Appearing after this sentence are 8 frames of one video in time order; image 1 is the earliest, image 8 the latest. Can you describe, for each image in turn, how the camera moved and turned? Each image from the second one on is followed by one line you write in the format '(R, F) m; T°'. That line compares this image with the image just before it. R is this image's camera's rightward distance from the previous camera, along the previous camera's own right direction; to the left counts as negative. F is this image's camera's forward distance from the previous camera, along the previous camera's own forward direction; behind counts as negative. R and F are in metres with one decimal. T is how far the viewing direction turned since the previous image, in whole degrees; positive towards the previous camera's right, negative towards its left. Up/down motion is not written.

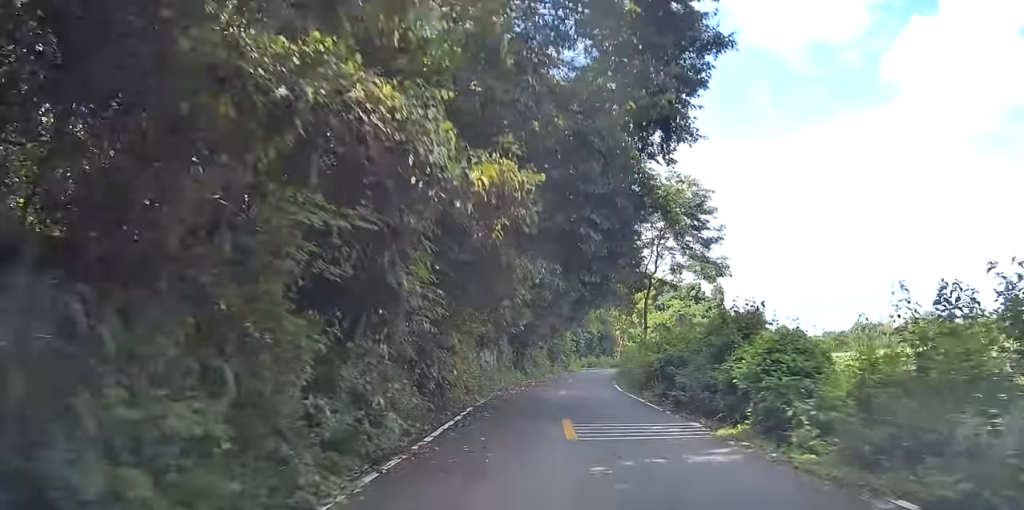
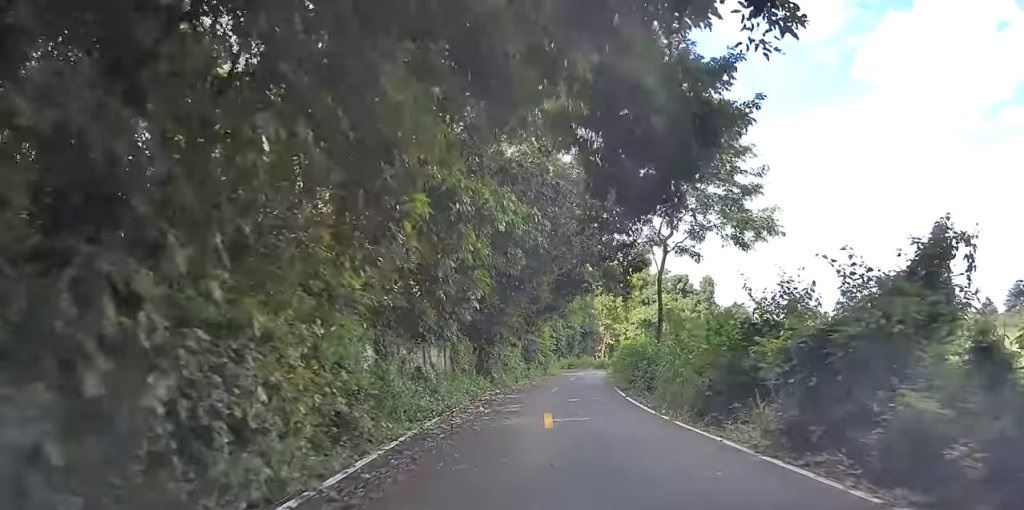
(+0.1, +12.3) m; -1°
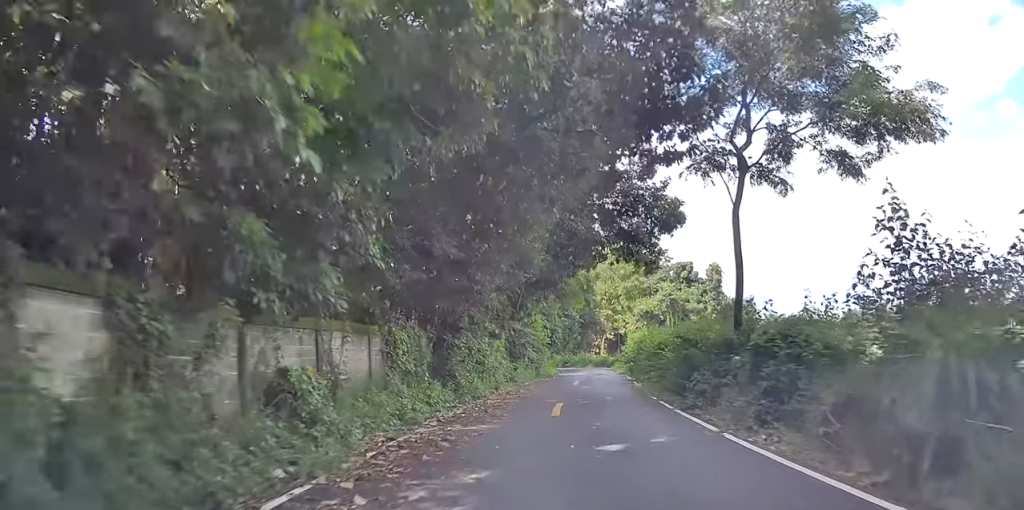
(-0.3, +11.3) m; +3°
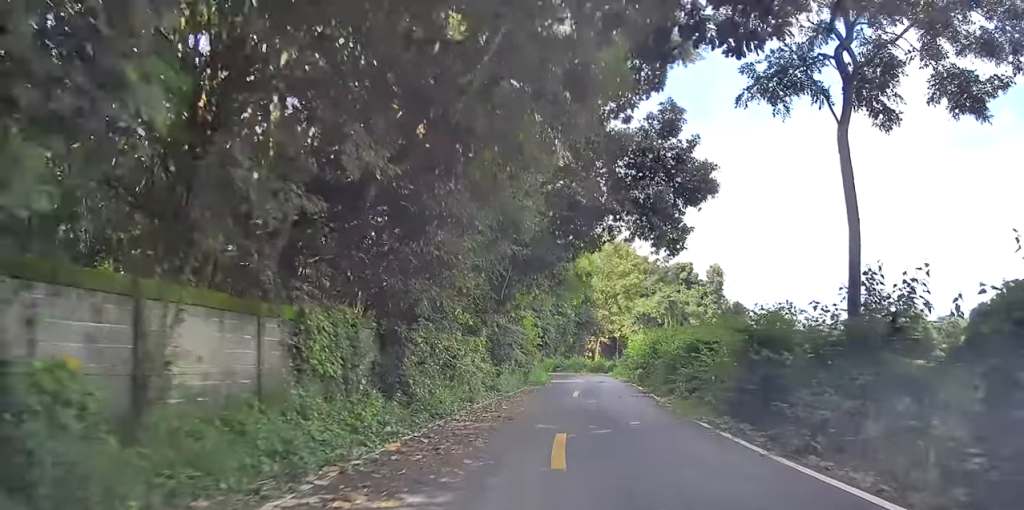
(+0.5, +6.2) m; +4°
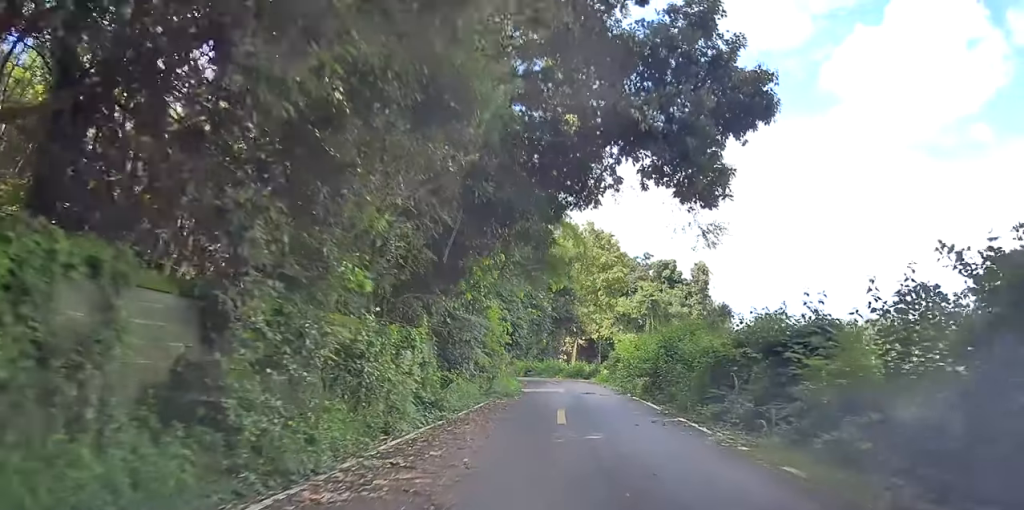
(+0.3, +8.4) m; +2°
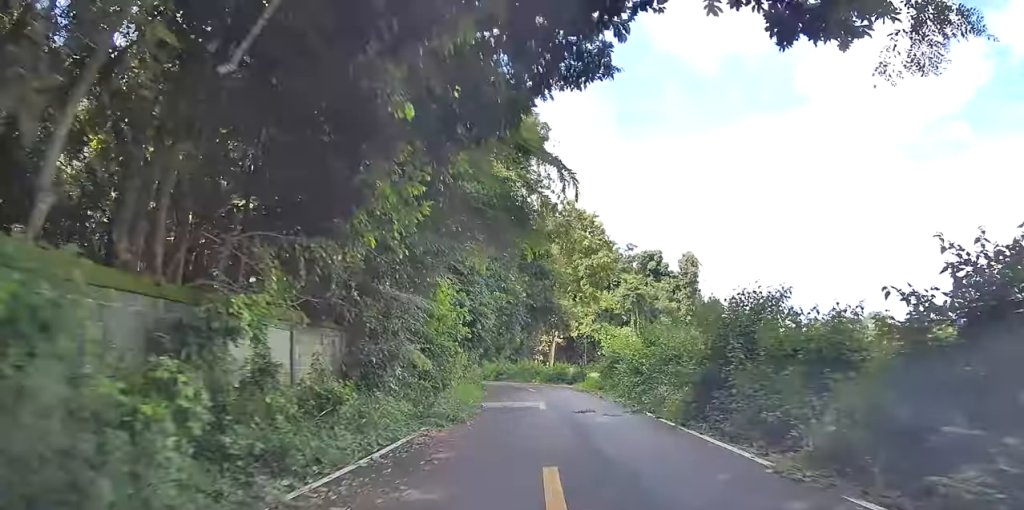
(0.0, +9.7) m; 0°
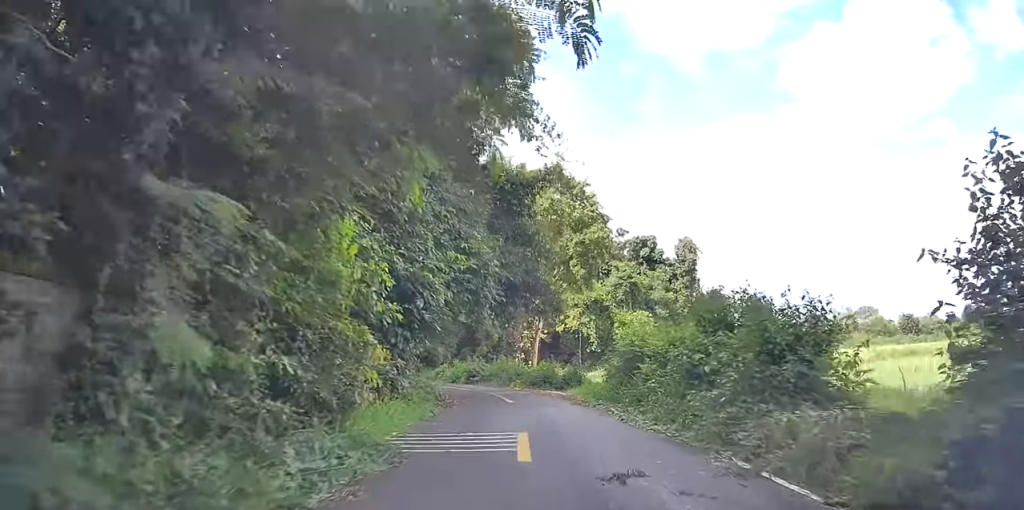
(0.0, +10.1) m; 0°
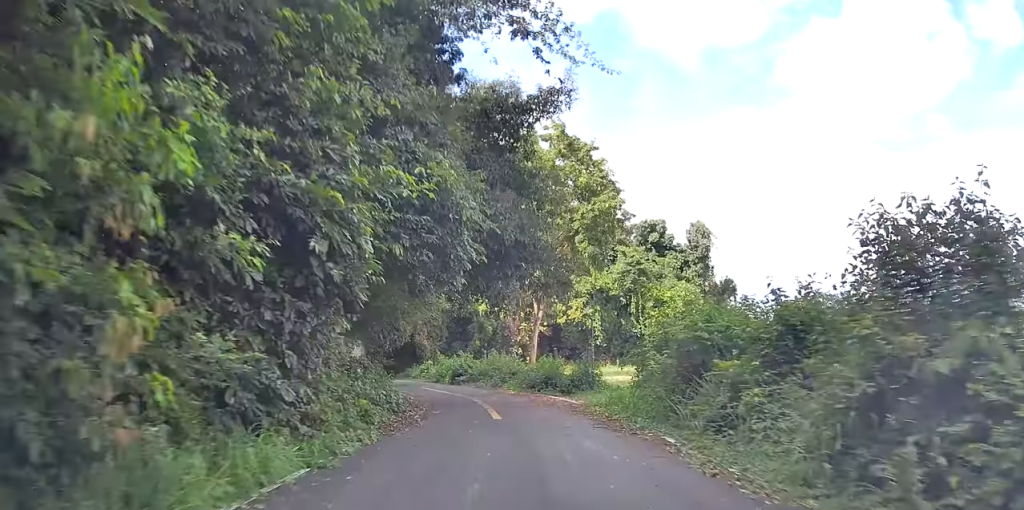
(0.0, +7.0) m; -1°
